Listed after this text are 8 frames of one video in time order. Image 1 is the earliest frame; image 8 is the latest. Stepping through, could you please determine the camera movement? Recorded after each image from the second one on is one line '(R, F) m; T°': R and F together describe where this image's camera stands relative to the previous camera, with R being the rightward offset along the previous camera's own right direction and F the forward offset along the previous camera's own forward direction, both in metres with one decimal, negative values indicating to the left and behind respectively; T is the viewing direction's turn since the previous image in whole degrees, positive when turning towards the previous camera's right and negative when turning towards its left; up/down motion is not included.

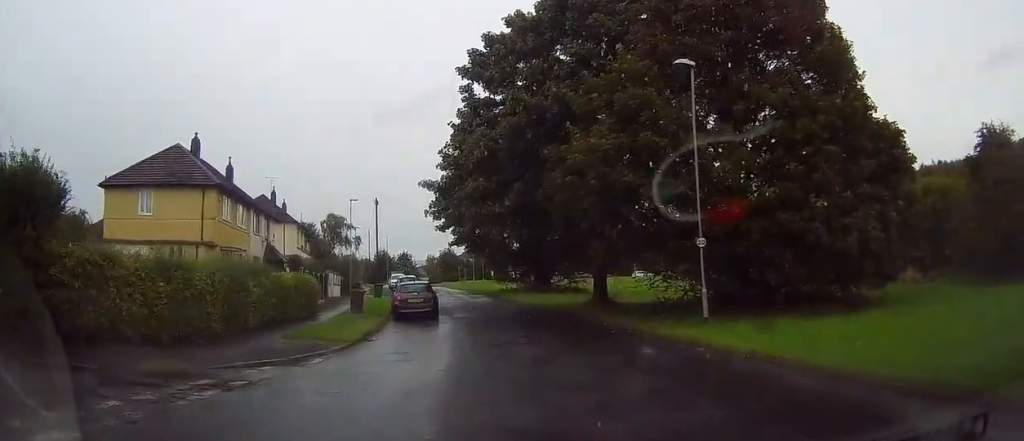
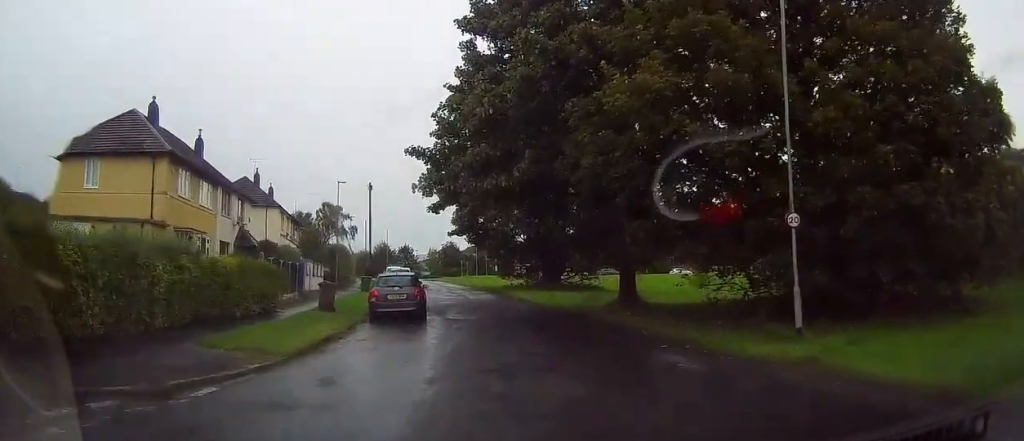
(-0.2, +5.4) m; -2°
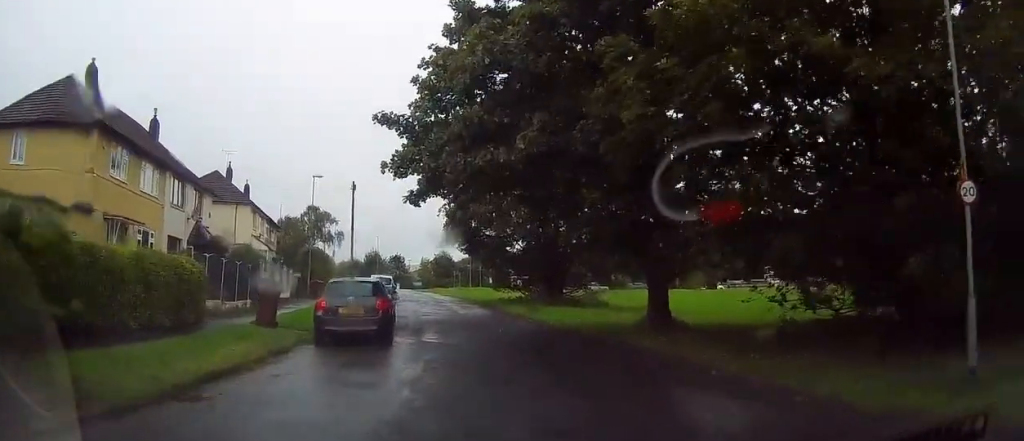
(0.0, +5.3) m; 0°
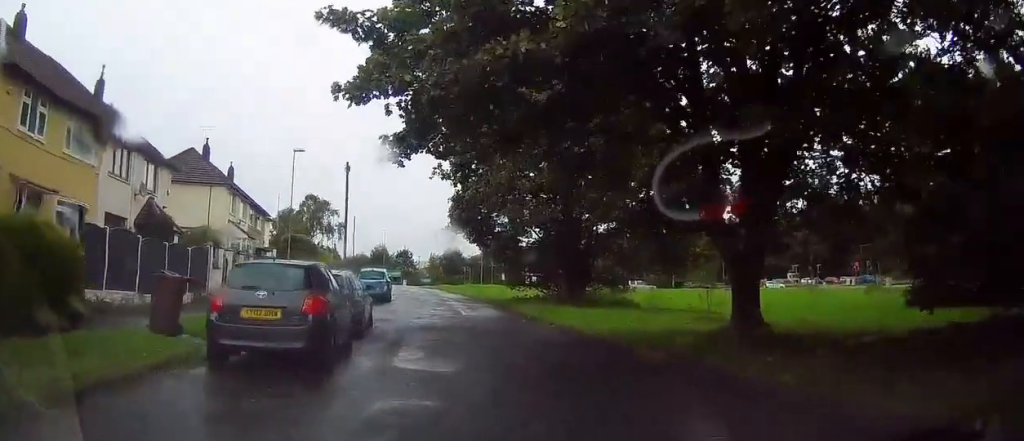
(0.0, +6.1) m; 0°
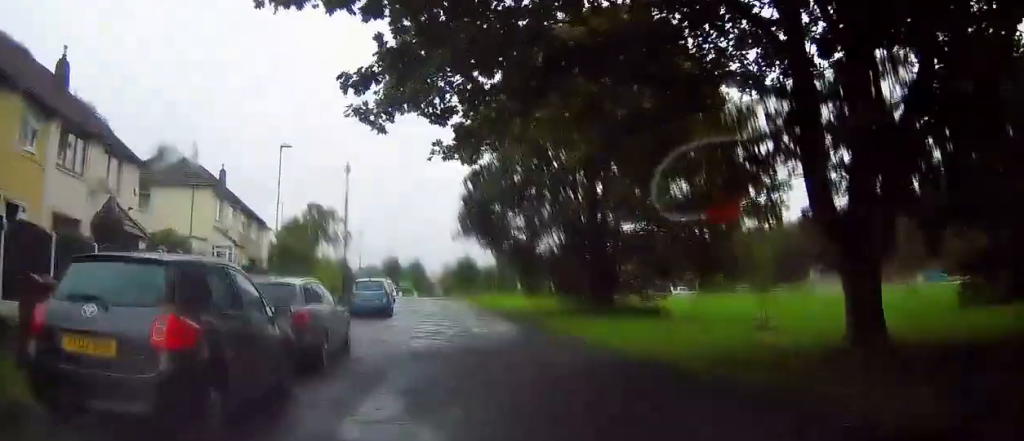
(0.0, +4.1) m; 0°
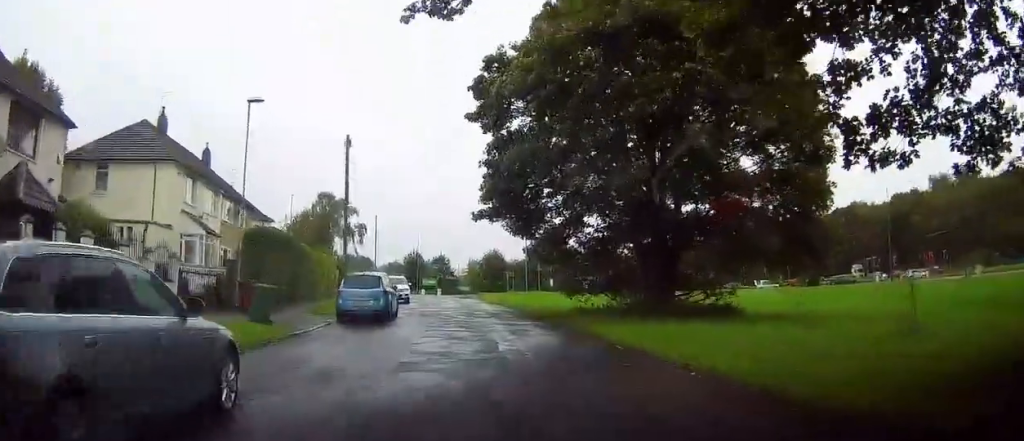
(0.0, +6.8) m; -1°
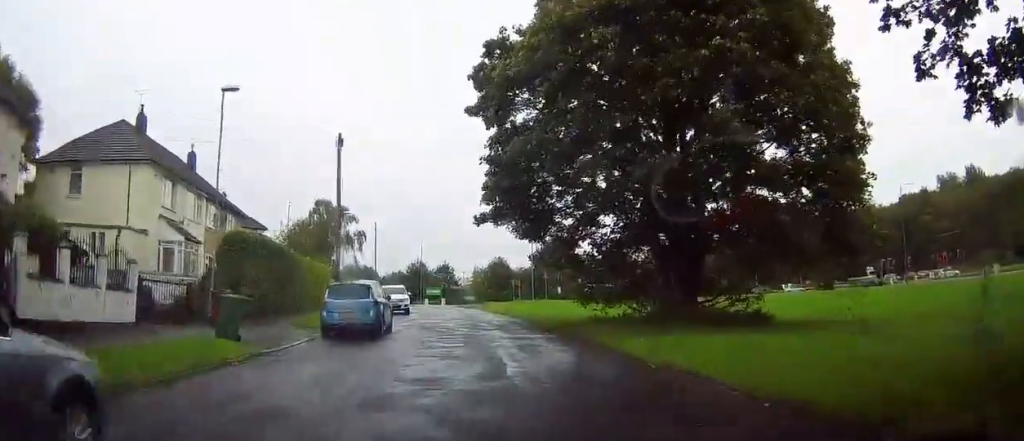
(+0.1, +2.5) m; -2°
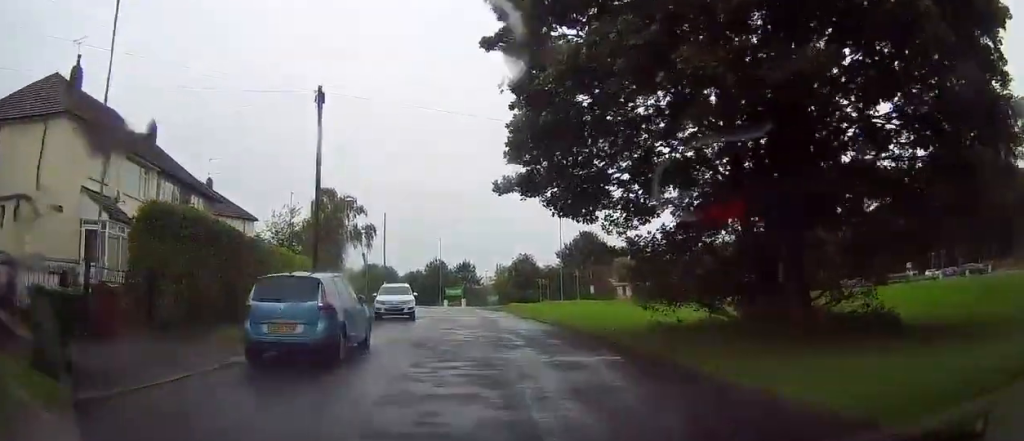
(-0.4, +7.1) m; -6°
